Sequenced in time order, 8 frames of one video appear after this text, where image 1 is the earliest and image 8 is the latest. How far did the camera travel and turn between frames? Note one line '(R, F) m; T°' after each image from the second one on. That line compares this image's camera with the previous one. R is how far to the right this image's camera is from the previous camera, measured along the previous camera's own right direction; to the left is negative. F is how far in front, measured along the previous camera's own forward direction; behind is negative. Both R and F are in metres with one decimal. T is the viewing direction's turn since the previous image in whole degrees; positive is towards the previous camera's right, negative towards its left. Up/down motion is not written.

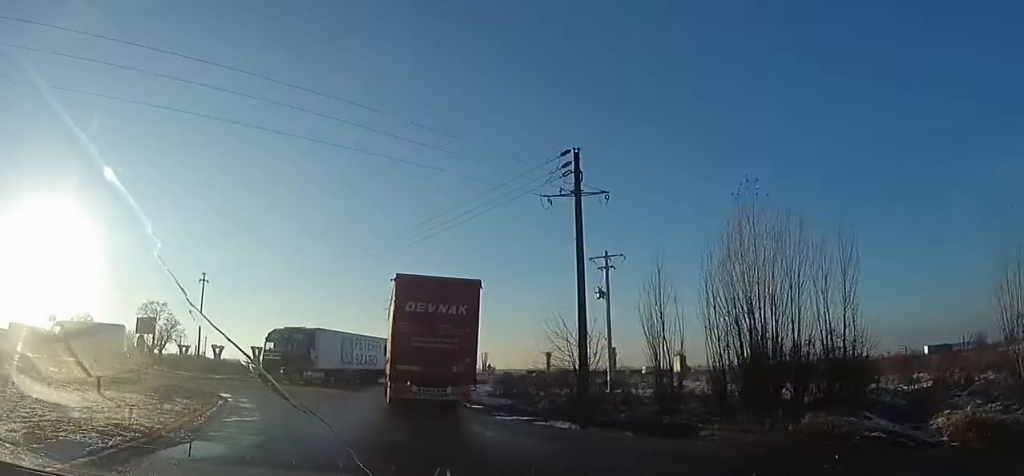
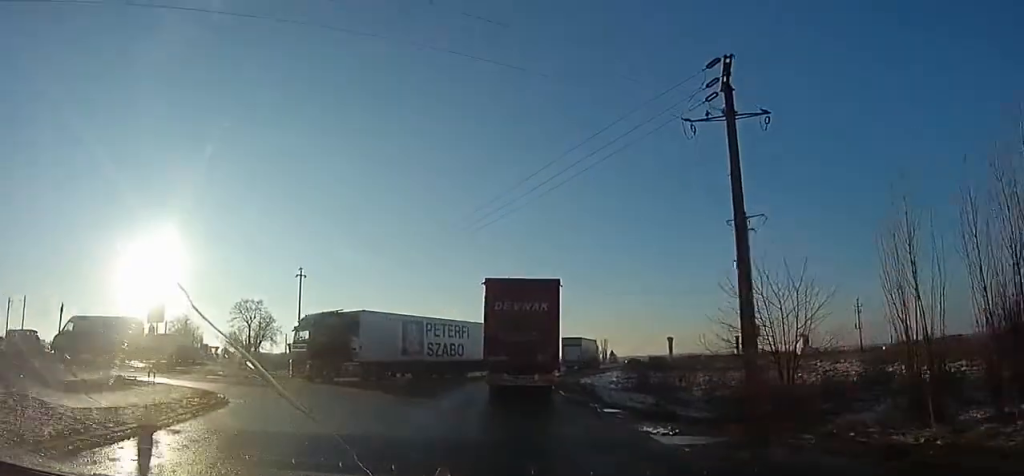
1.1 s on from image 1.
(-1.3, +6.0) m; -11°
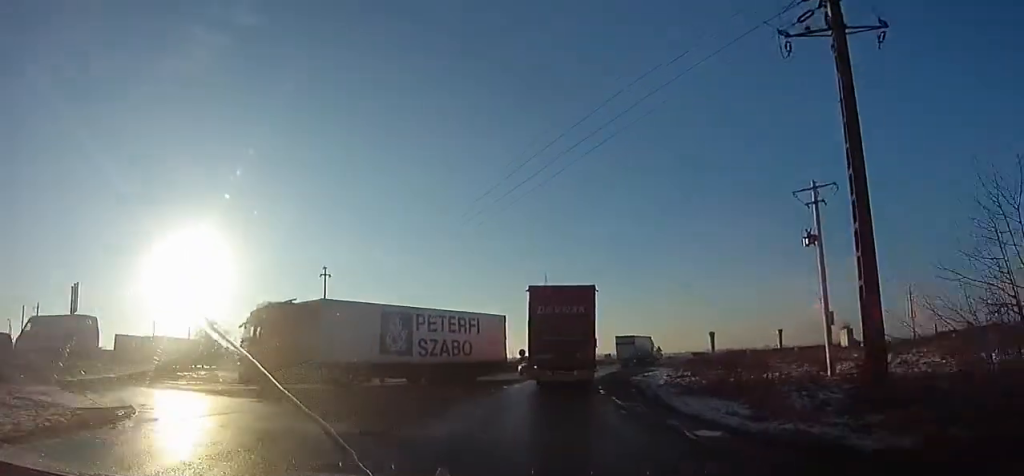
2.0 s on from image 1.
(-0.1, +5.3) m; -1°
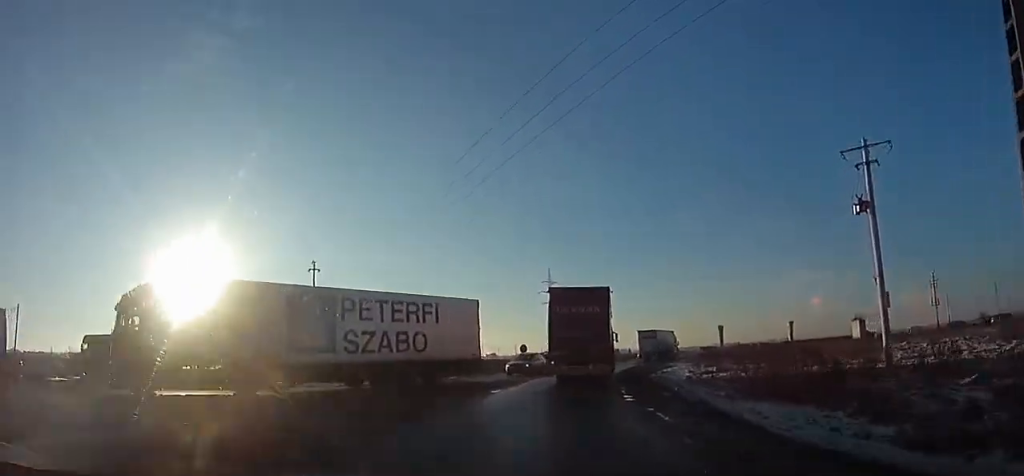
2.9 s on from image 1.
(0.0, +5.4) m; 0°
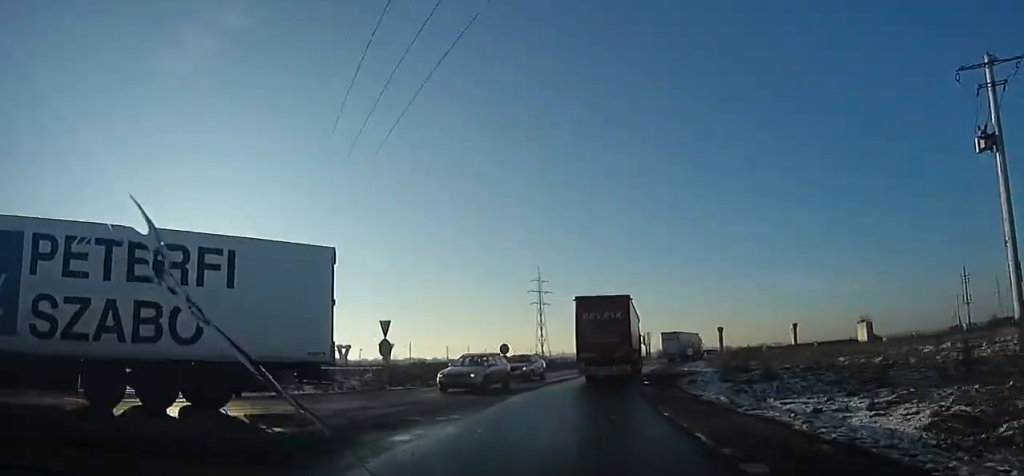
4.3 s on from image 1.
(0.0, +9.6) m; -3°
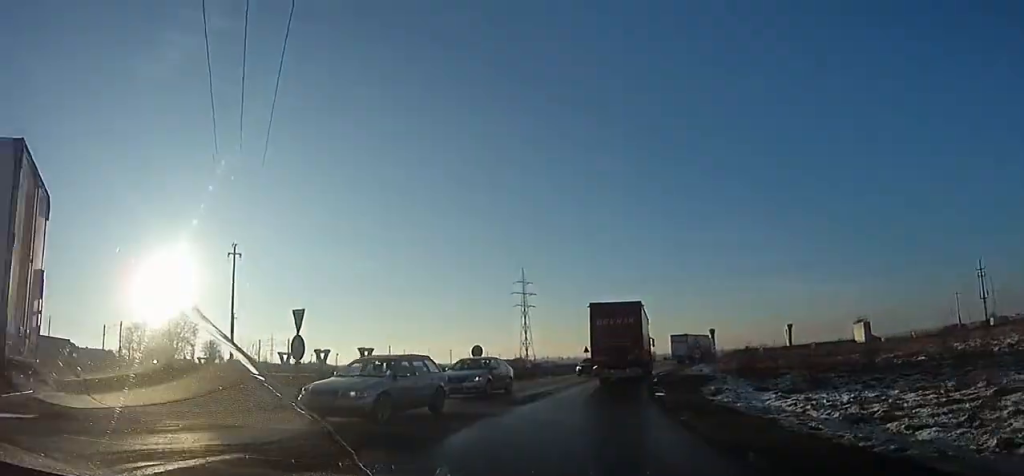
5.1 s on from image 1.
(+0.3, +6.2) m; -3°
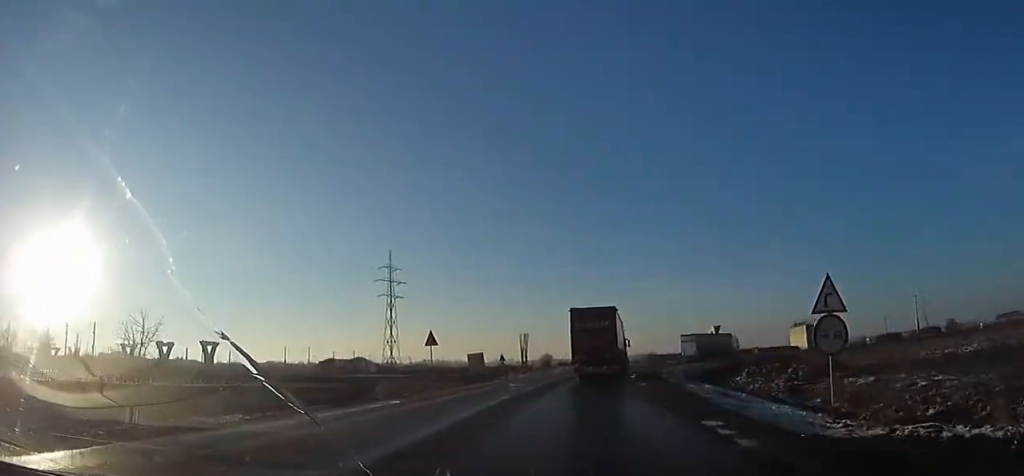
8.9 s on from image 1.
(+2.3, +29.9) m; +14°
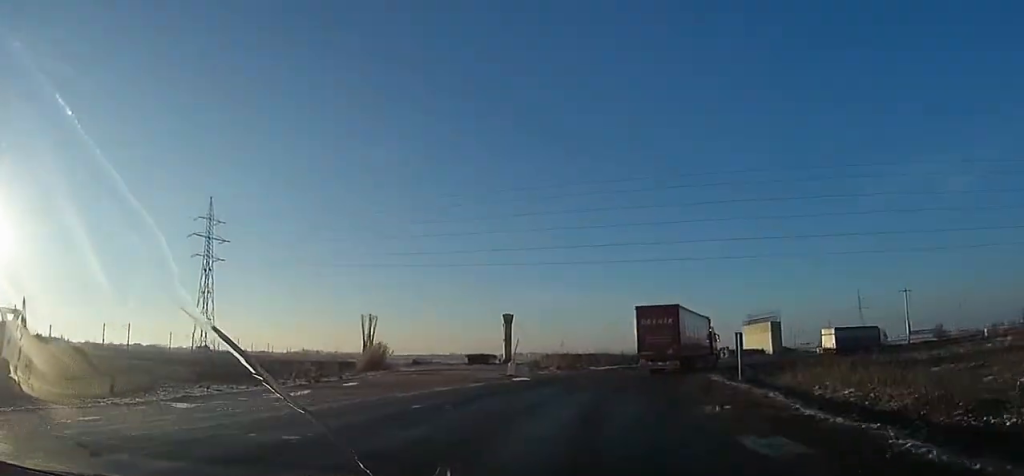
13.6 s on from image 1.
(+4.7, +40.2) m; +14°
